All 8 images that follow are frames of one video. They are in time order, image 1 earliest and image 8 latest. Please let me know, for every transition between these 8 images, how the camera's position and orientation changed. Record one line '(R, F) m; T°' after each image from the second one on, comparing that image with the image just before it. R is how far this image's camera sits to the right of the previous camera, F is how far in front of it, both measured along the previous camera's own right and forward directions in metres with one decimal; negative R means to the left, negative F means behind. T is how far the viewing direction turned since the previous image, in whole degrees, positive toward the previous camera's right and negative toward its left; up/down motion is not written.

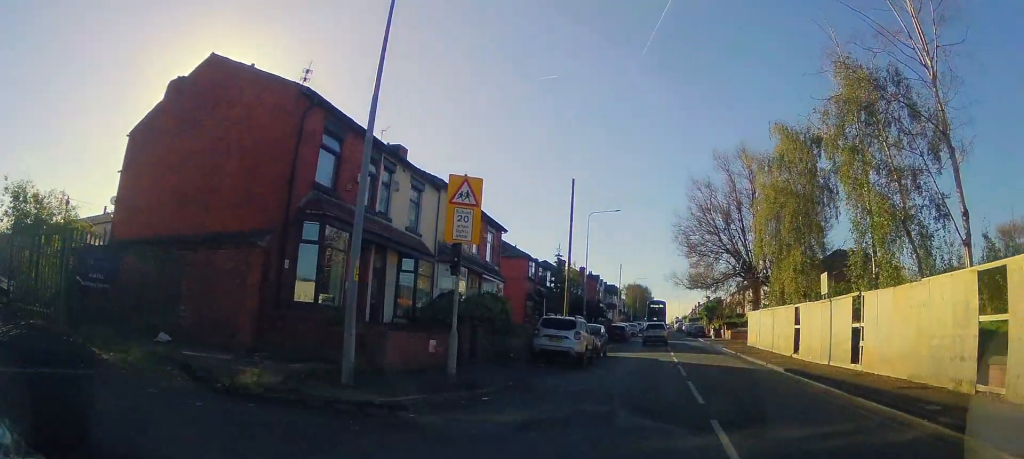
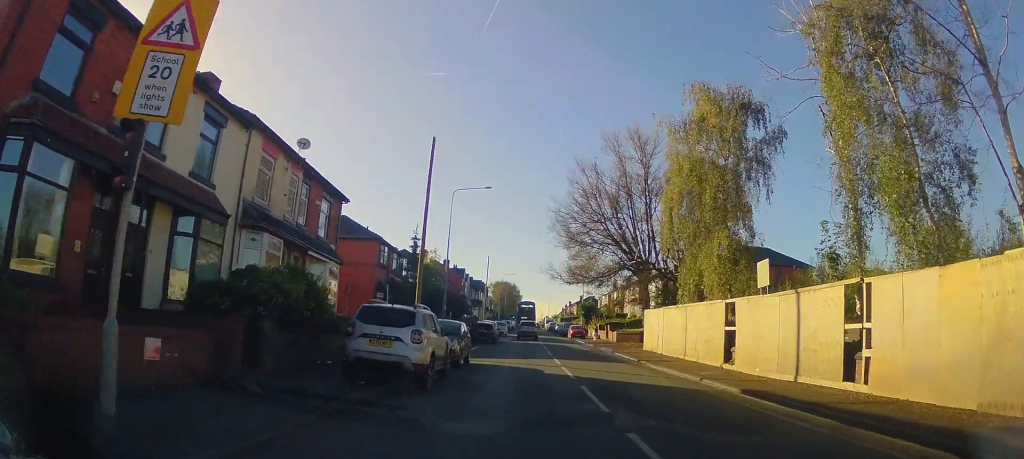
(+0.2, +7.3) m; +2°
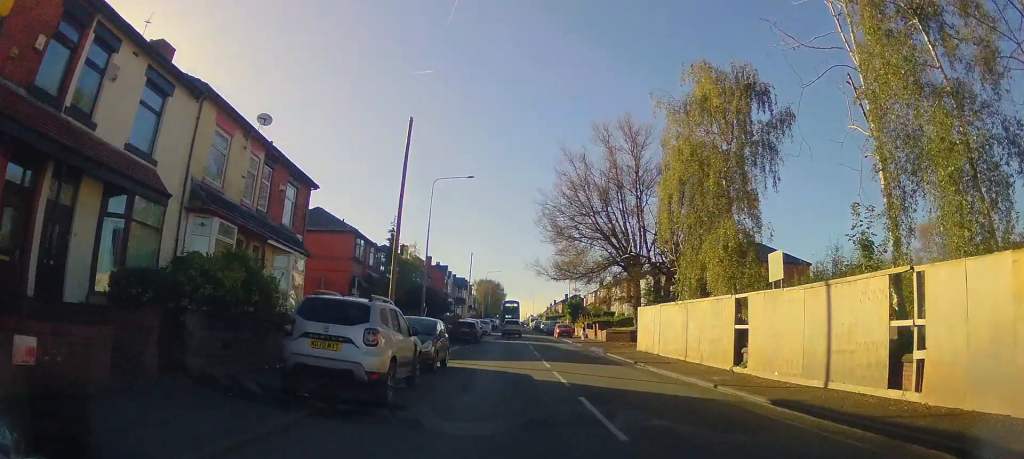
(0.0, +2.5) m; +2°
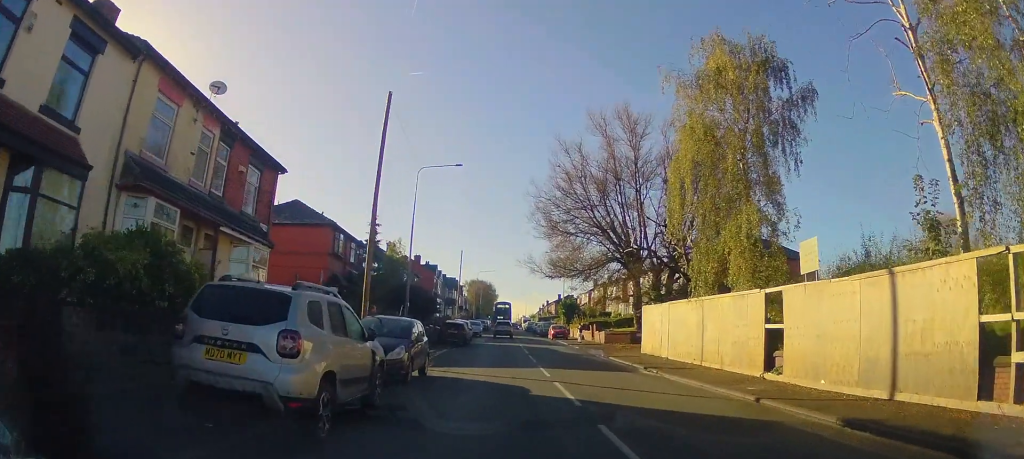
(0.0, +3.0) m; +2°
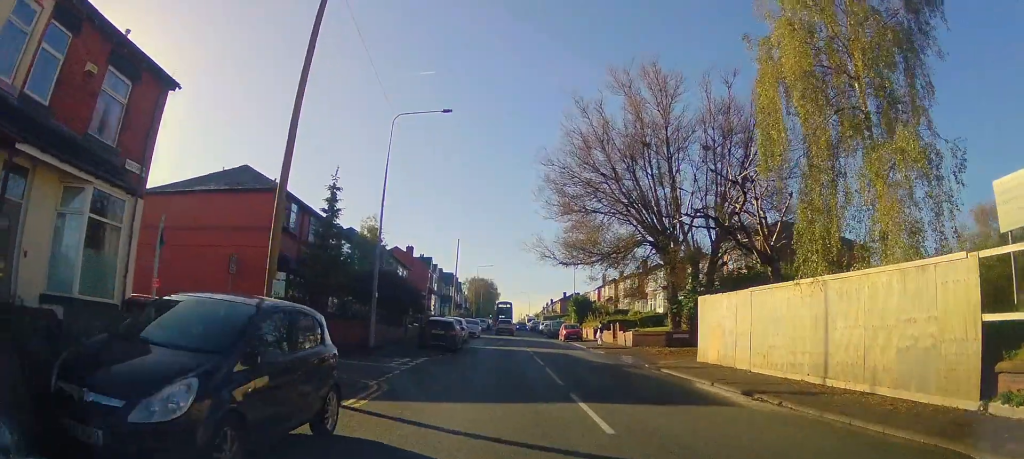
(+0.3, +8.9) m; +2°
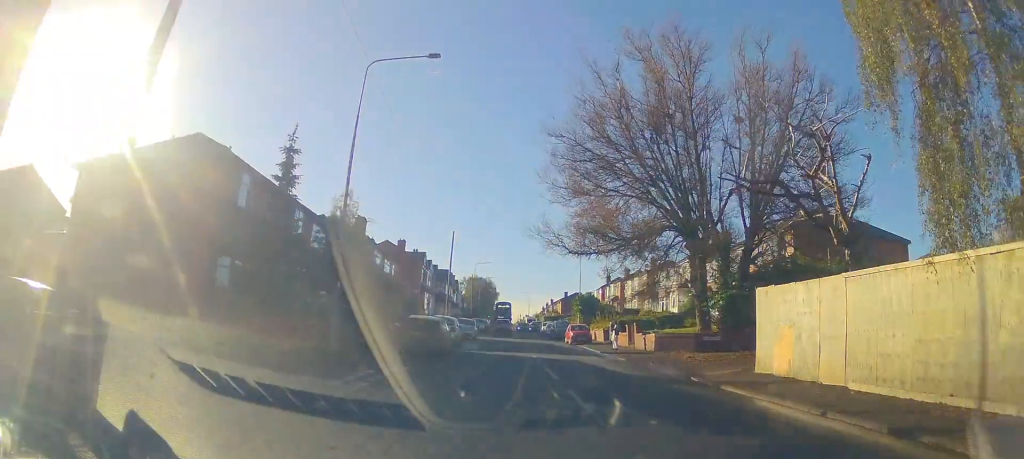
(0.0, +5.5) m; 0°
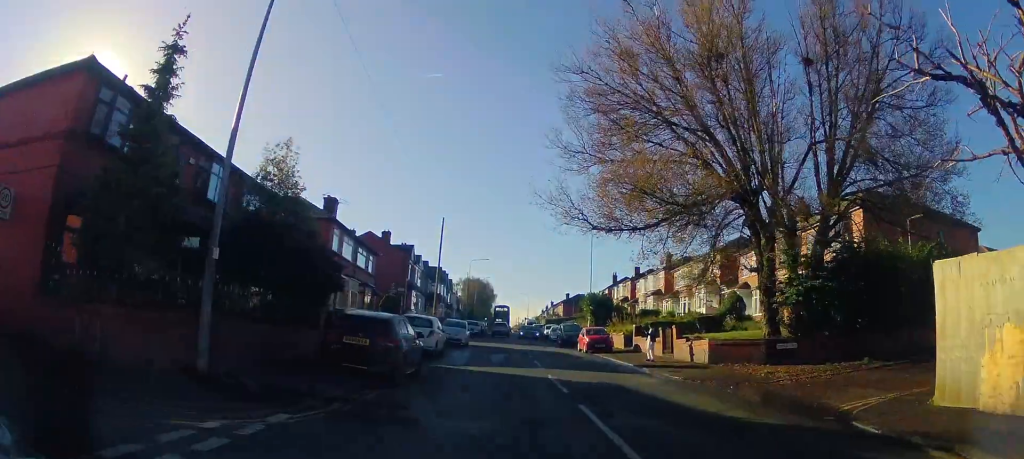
(0.0, +8.2) m; 0°
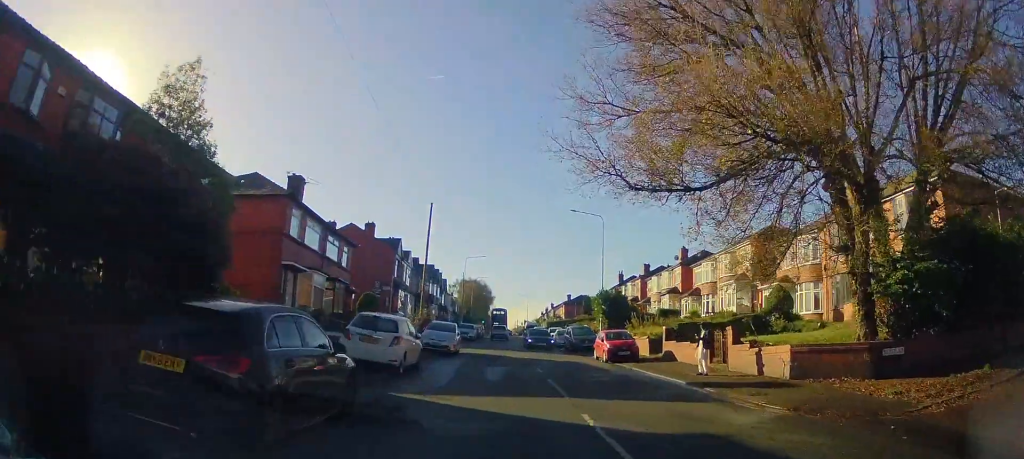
(0.0, +6.7) m; 0°
